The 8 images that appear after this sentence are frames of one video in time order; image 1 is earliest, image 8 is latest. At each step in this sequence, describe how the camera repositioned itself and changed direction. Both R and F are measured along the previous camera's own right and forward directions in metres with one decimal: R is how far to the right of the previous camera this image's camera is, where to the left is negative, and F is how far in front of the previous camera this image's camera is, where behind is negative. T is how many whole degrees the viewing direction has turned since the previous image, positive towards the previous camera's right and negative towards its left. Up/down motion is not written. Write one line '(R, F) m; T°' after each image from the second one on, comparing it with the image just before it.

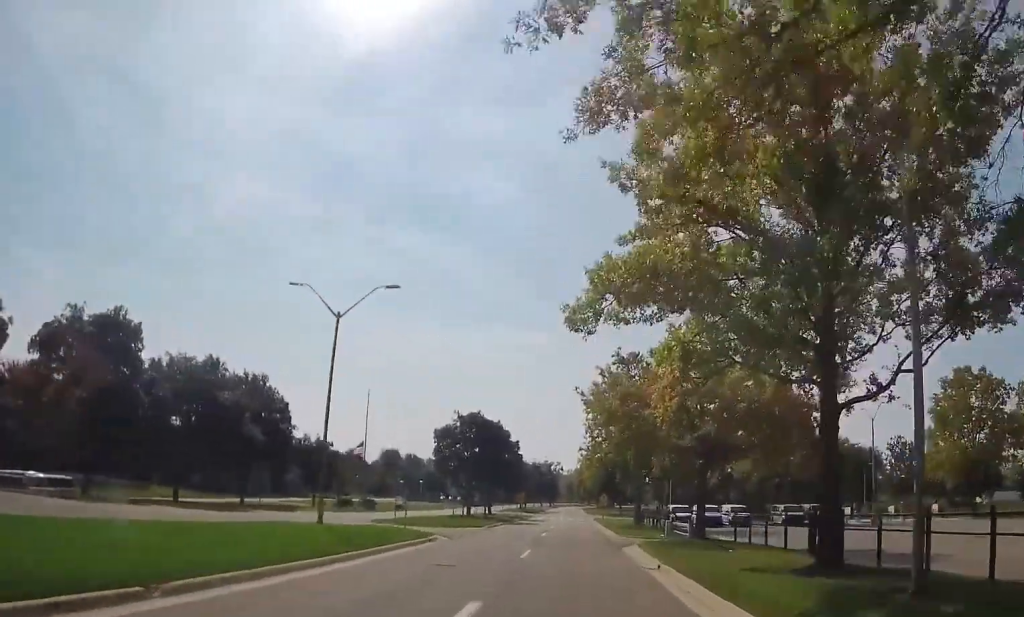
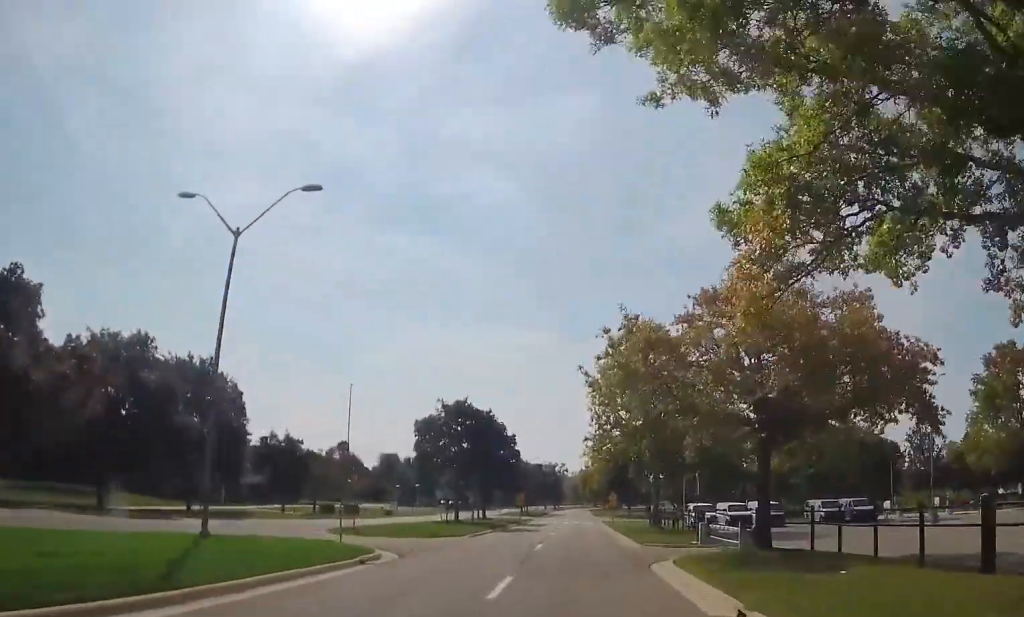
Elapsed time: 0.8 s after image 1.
(+0.6, +10.0) m; 0°
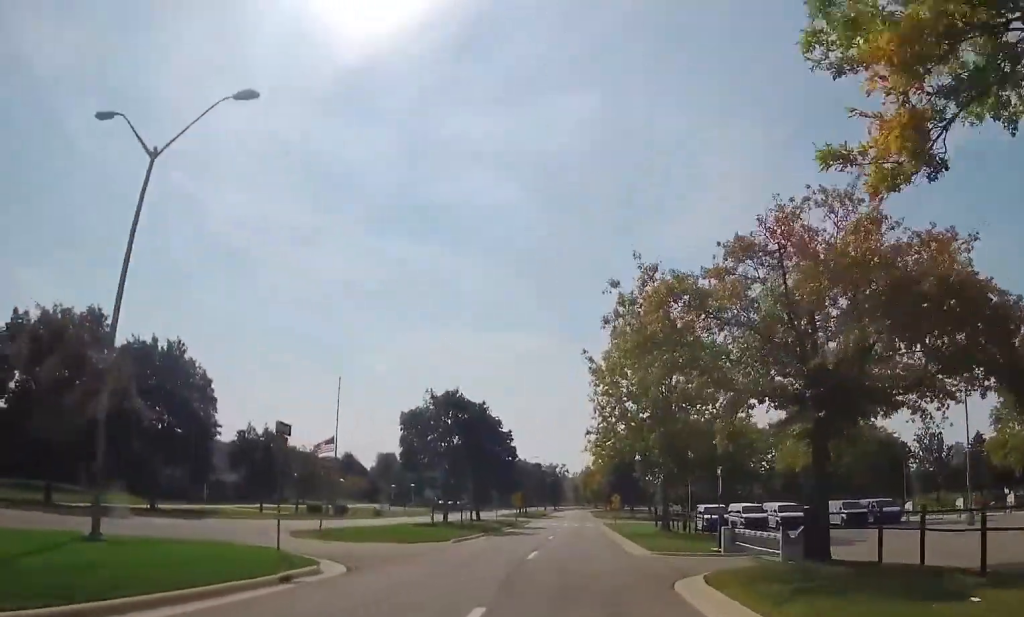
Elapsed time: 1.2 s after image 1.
(0.0, +5.1) m; -1°
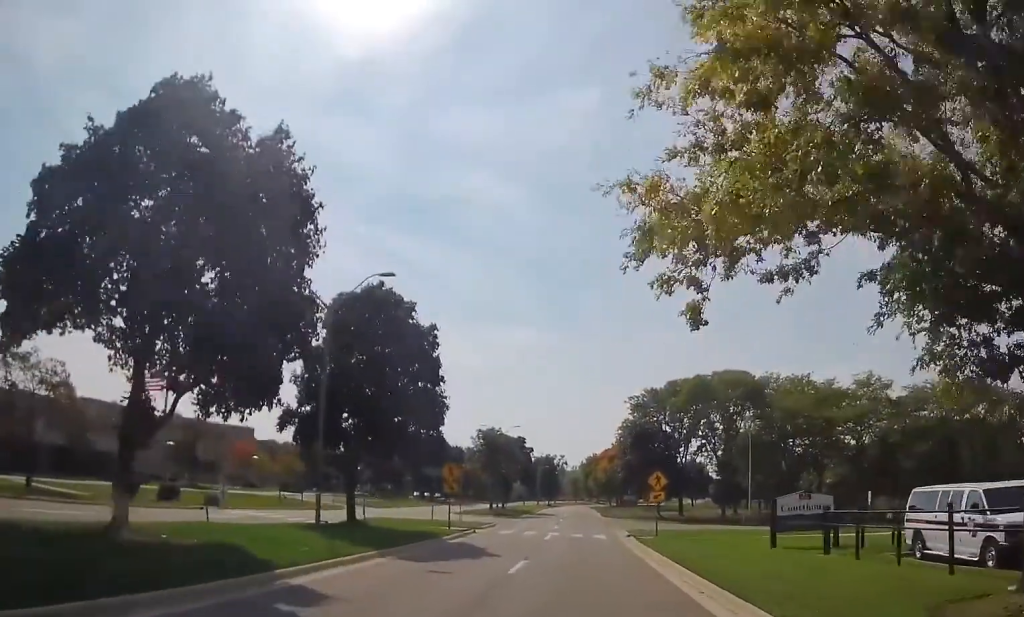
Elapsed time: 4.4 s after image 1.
(-2.4, +38.9) m; -2°
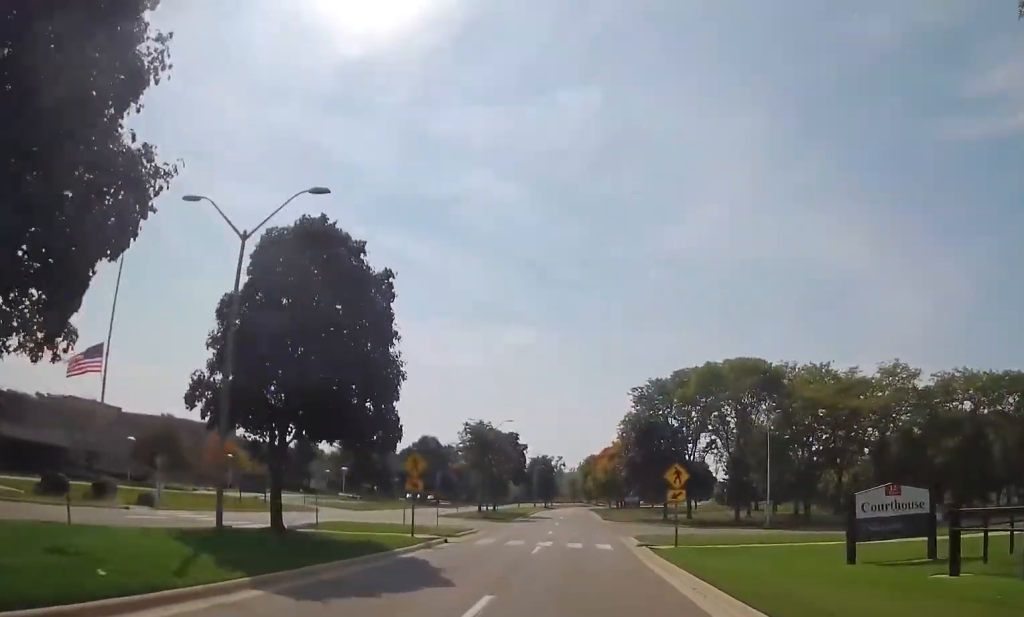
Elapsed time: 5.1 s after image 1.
(0.0, +7.6) m; 0°
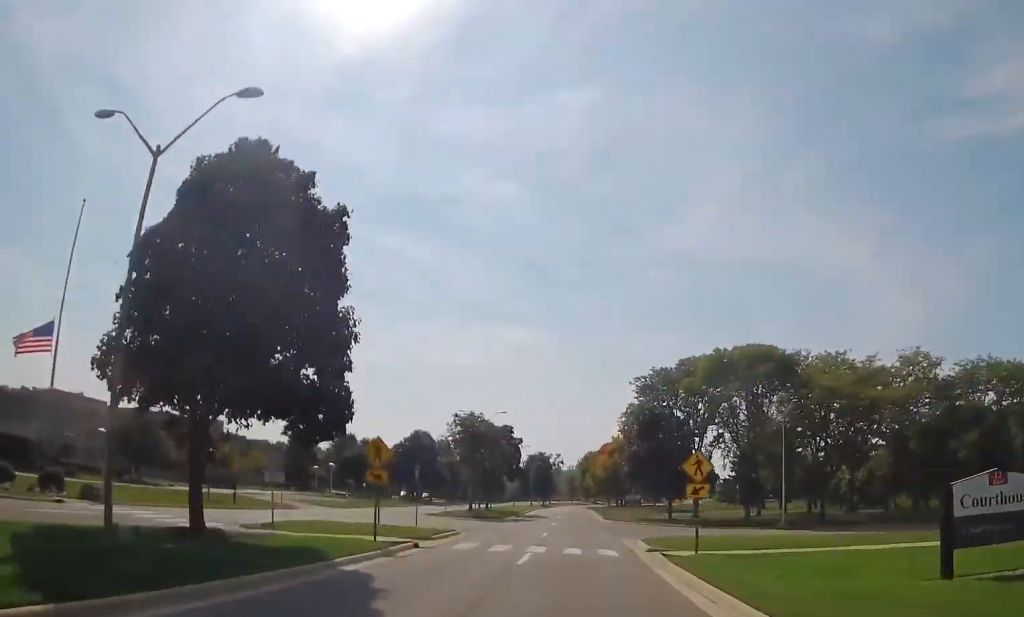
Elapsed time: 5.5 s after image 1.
(0.0, +5.0) m; 0°
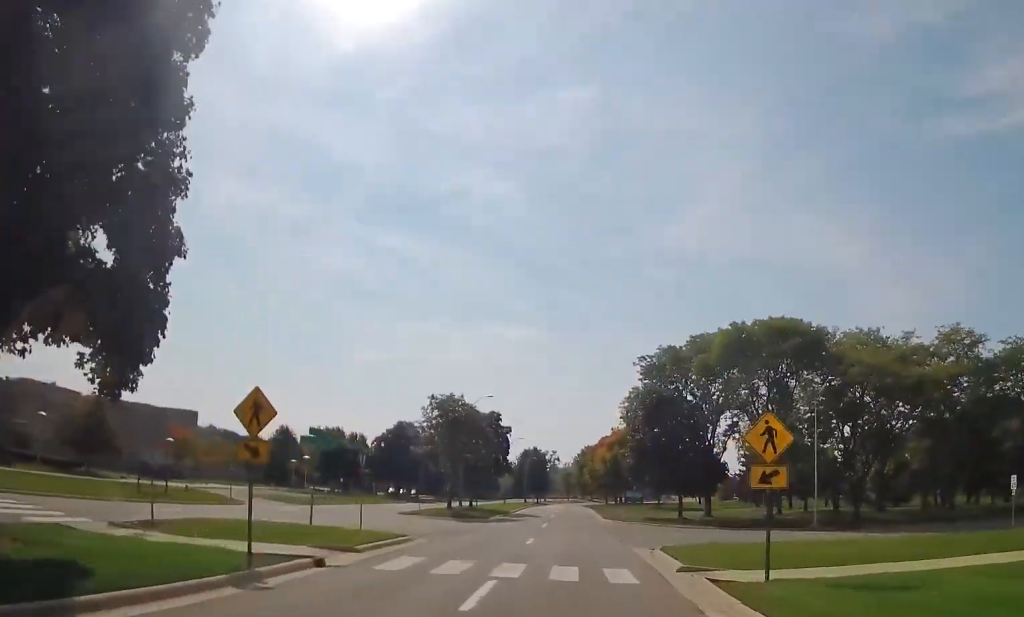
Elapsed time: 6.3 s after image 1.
(0.0, +9.0) m; -1°
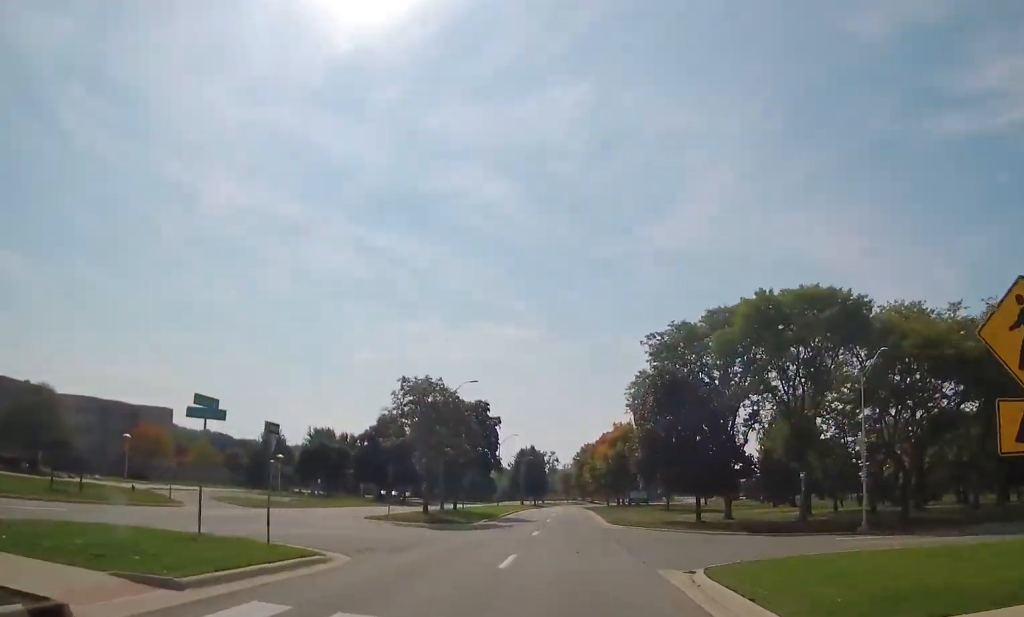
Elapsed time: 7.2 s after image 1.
(0.0, +9.0) m; -2°
